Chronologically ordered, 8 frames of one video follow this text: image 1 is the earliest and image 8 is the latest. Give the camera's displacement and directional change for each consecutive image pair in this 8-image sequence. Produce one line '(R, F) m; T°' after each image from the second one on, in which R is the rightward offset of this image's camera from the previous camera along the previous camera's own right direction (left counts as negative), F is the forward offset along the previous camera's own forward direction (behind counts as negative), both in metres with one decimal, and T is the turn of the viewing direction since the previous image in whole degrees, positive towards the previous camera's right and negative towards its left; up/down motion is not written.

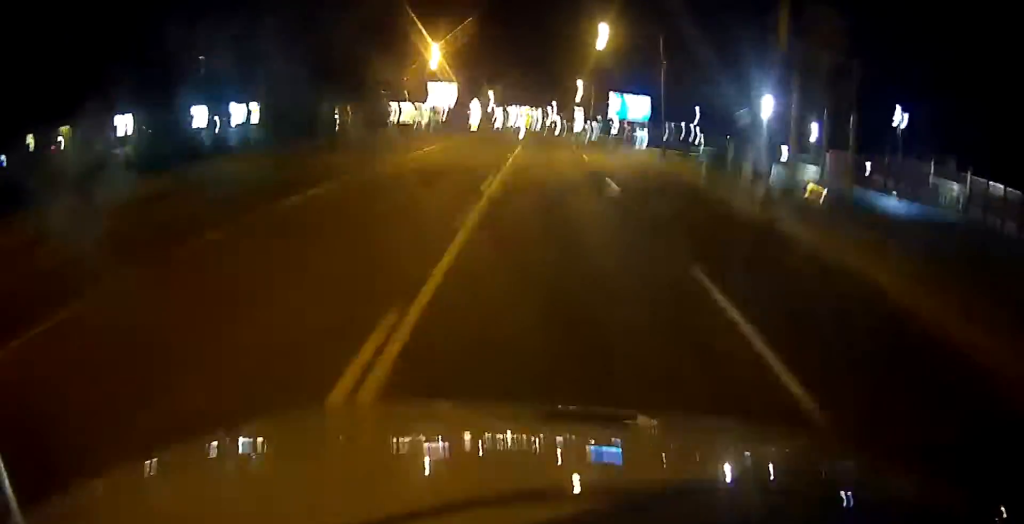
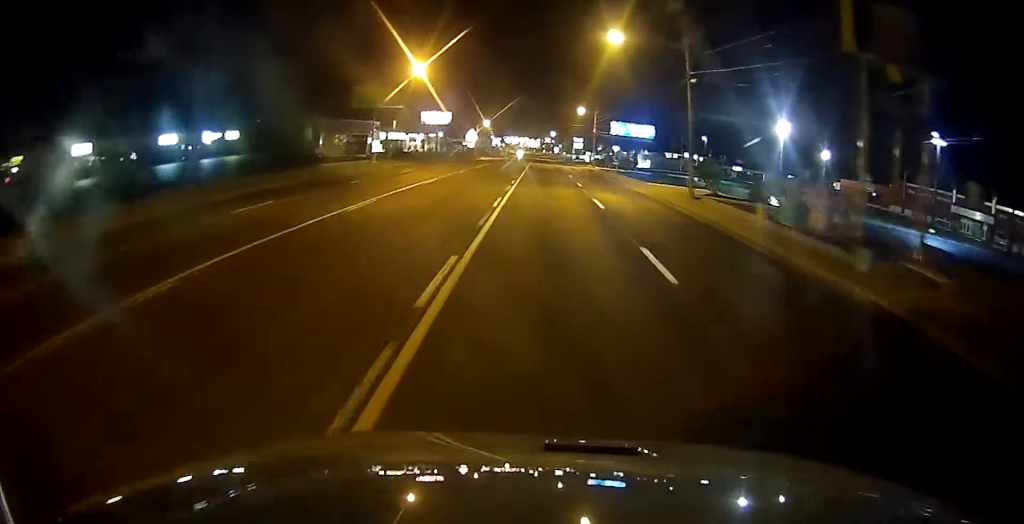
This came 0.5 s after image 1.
(+0.1, +7.9) m; +1°
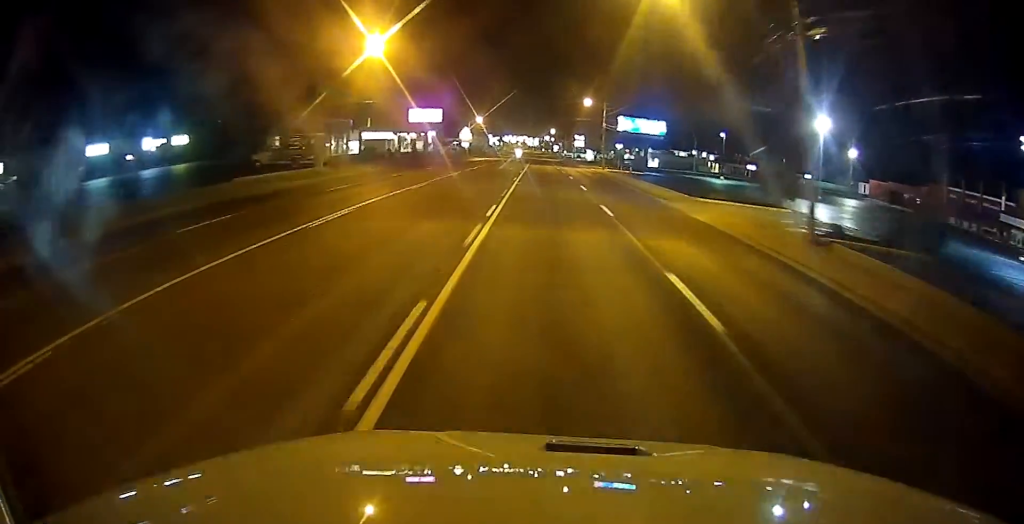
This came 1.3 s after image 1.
(+0.5, +14.6) m; 0°
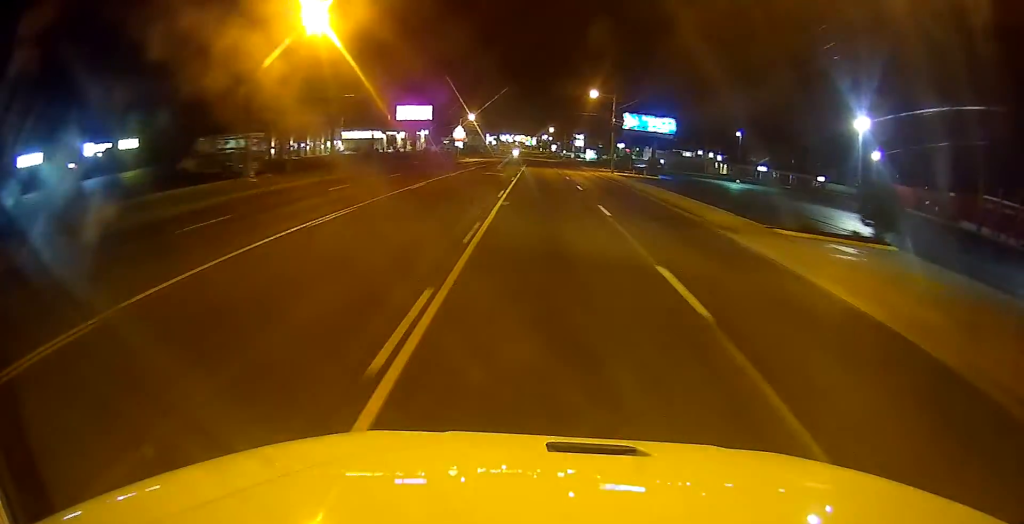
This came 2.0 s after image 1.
(-0.4, +11.3) m; -2°
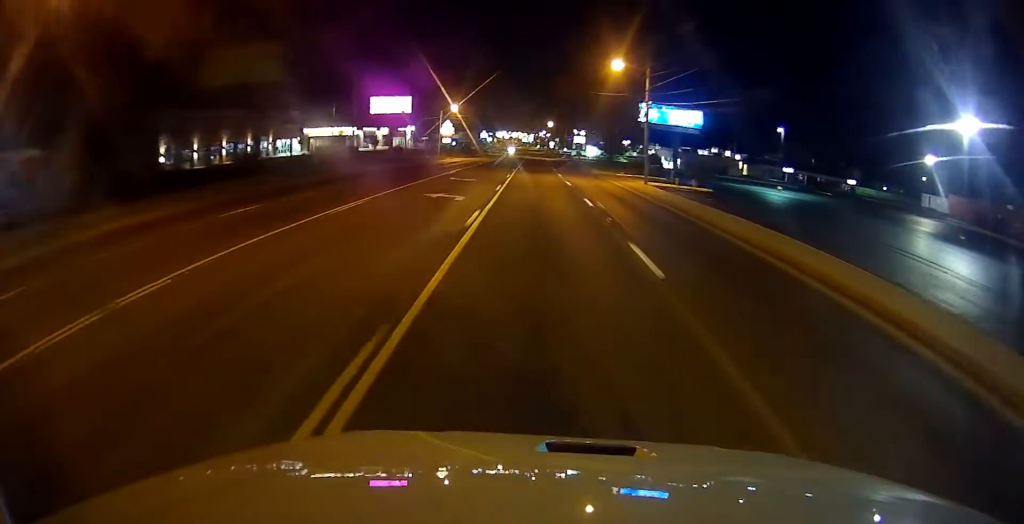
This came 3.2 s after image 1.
(-0.2, +21.3) m; +2°
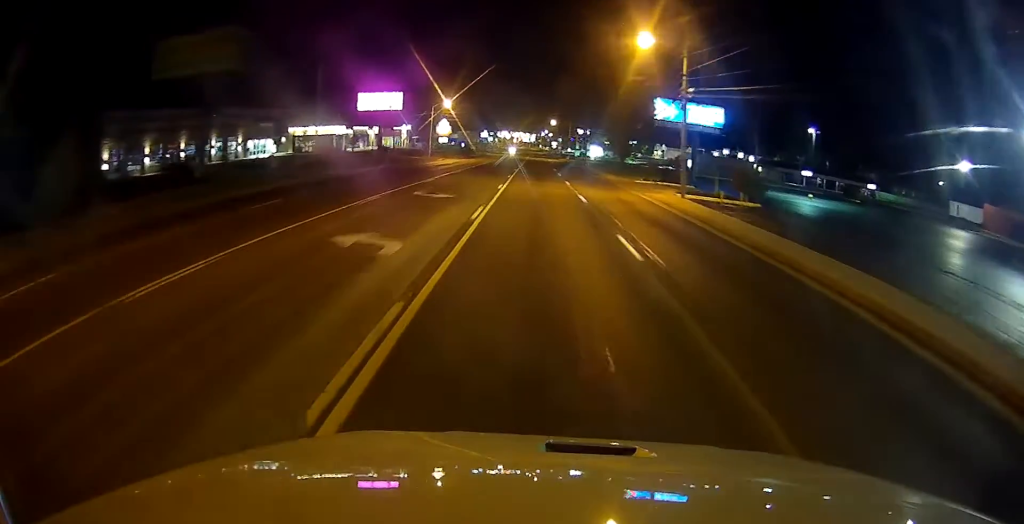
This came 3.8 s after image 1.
(+0.4, +10.5) m; 0°
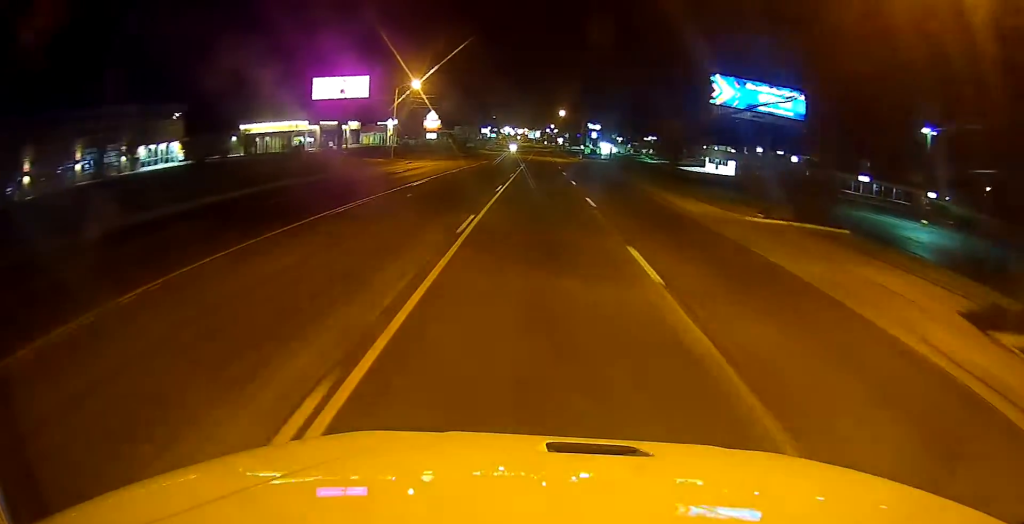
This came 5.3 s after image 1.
(-0.4, +26.5) m; 0°
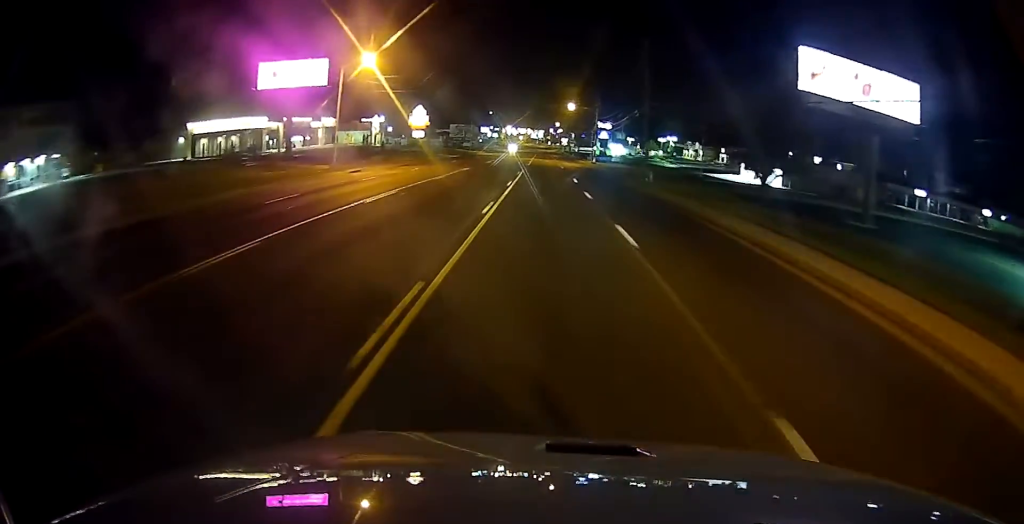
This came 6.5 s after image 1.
(+0.4, +20.3) m; -1°
